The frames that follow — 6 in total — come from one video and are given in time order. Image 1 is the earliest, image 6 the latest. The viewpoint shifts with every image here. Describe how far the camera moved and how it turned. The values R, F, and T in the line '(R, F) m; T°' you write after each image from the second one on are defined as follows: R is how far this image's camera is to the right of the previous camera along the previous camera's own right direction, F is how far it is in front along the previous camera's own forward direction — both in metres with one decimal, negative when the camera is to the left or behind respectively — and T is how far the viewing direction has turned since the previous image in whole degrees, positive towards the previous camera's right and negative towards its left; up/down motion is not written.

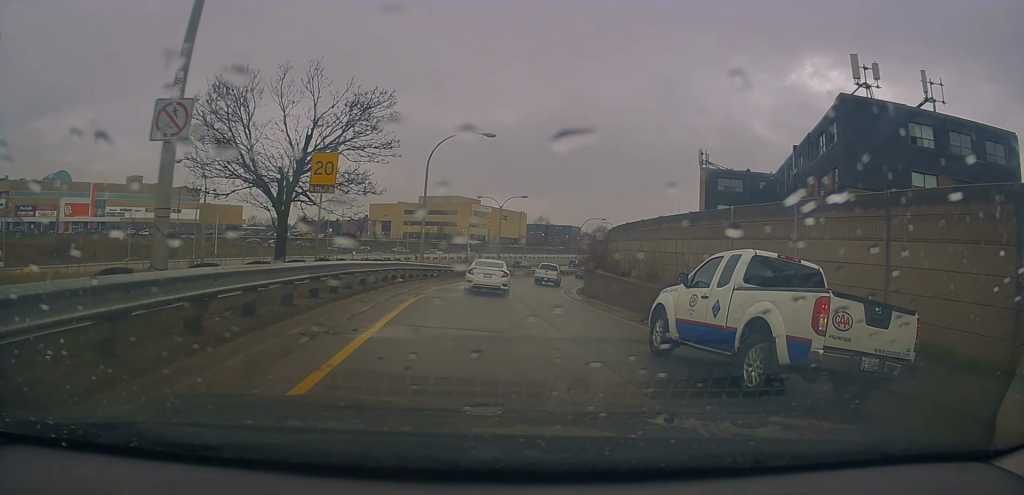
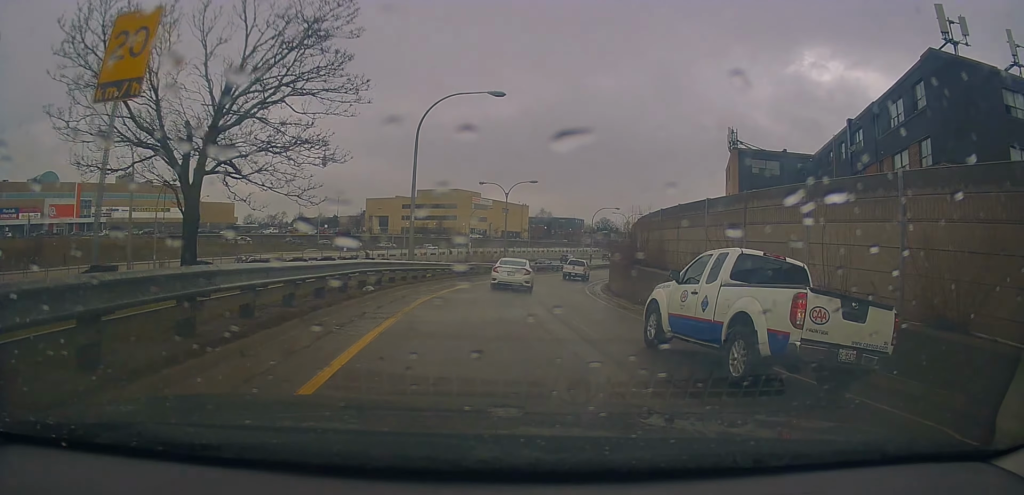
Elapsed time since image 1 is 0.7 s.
(+0.3, +7.6) m; 0°
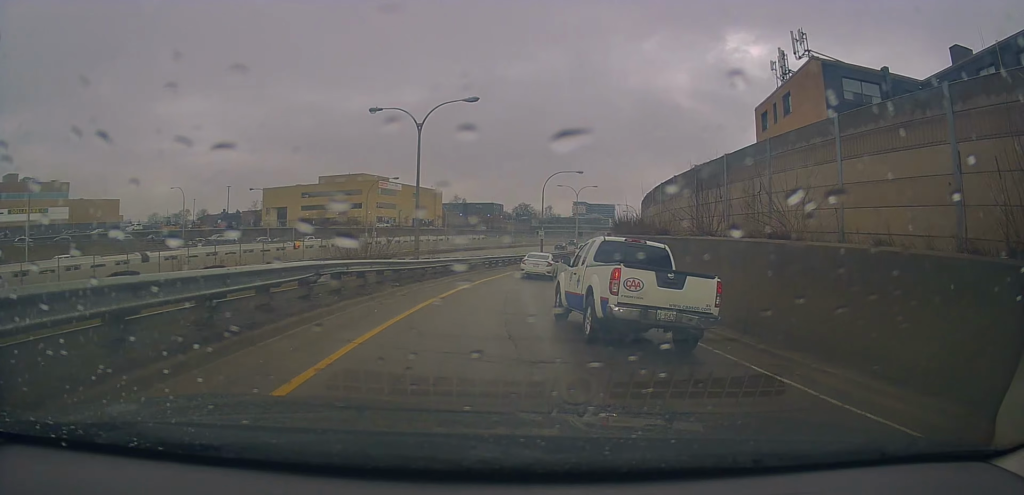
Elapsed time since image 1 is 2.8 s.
(+0.9, +25.2) m; +10°
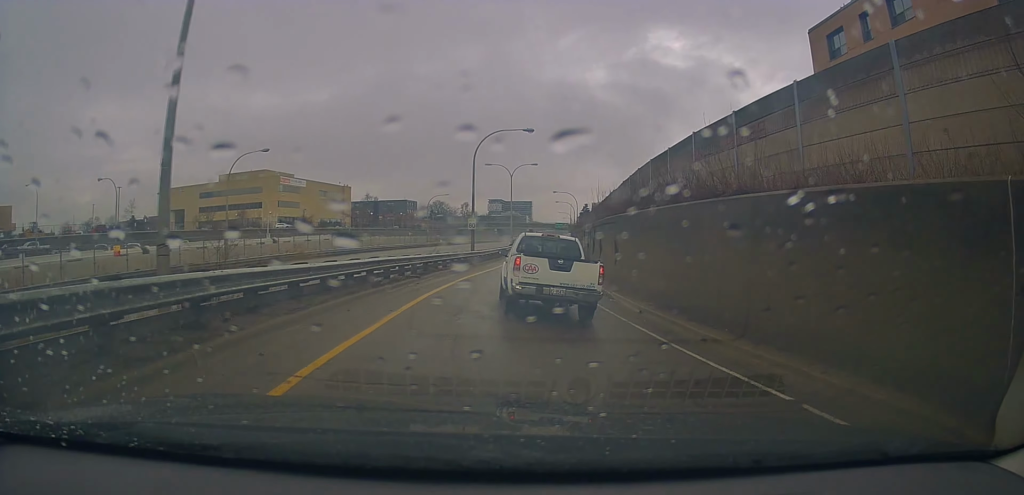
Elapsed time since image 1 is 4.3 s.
(+1.5, +18.2) m; +6°
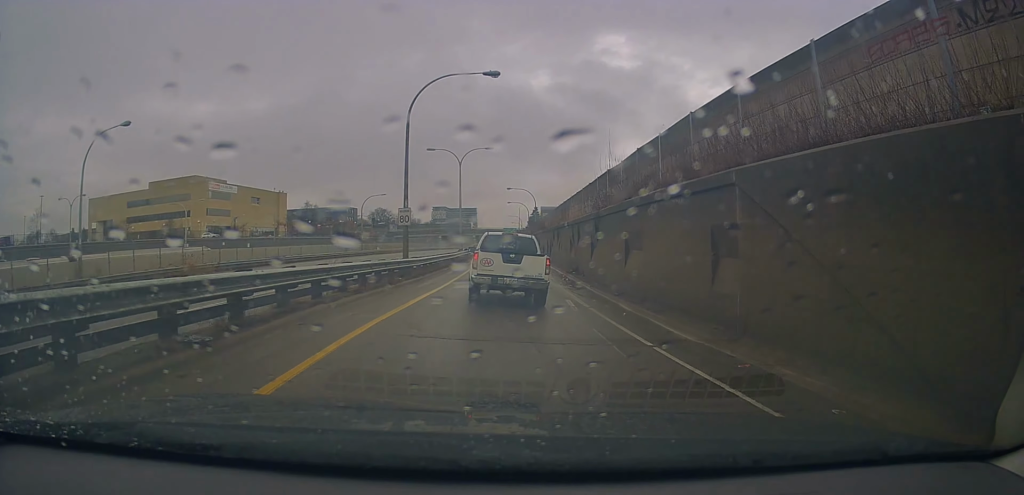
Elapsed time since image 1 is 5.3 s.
(+0.3, +13.0) m; +5°
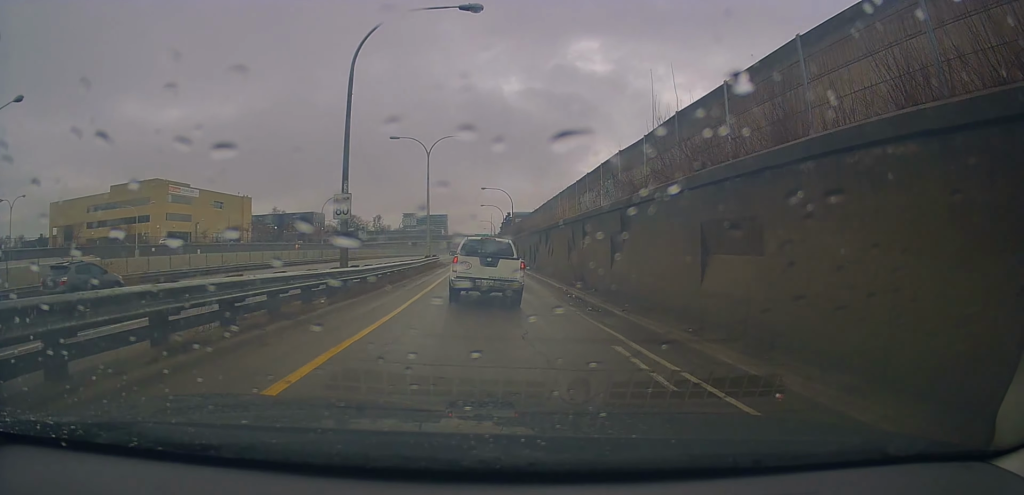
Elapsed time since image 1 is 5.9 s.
(0.0, +7.4) m; +5°
